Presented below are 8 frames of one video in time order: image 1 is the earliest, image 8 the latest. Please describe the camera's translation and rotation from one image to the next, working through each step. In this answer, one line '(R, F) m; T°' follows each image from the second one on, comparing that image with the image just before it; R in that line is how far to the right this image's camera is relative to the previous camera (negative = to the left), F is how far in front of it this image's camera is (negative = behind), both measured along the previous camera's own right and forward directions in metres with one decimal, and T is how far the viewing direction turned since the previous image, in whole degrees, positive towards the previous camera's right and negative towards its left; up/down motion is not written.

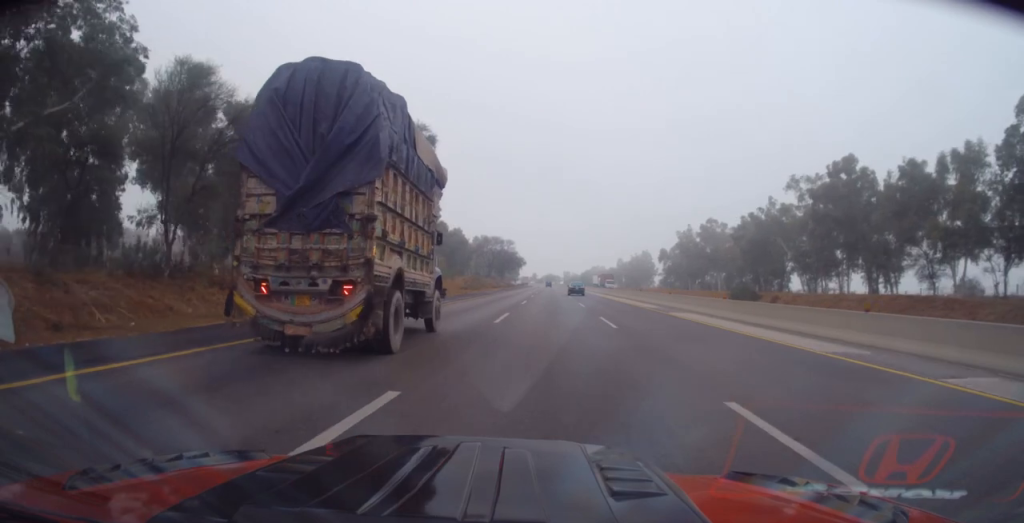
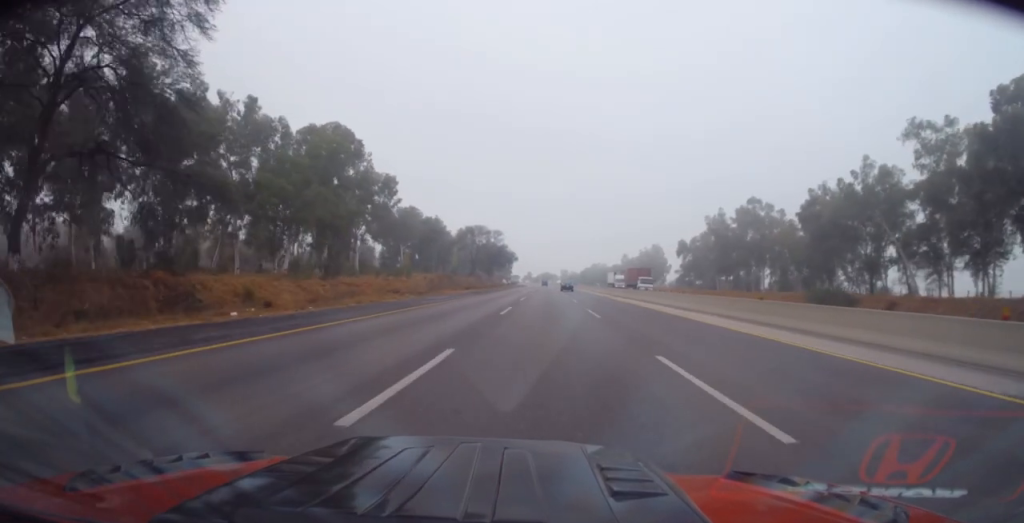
(+0.5, +31.4) m; +1°
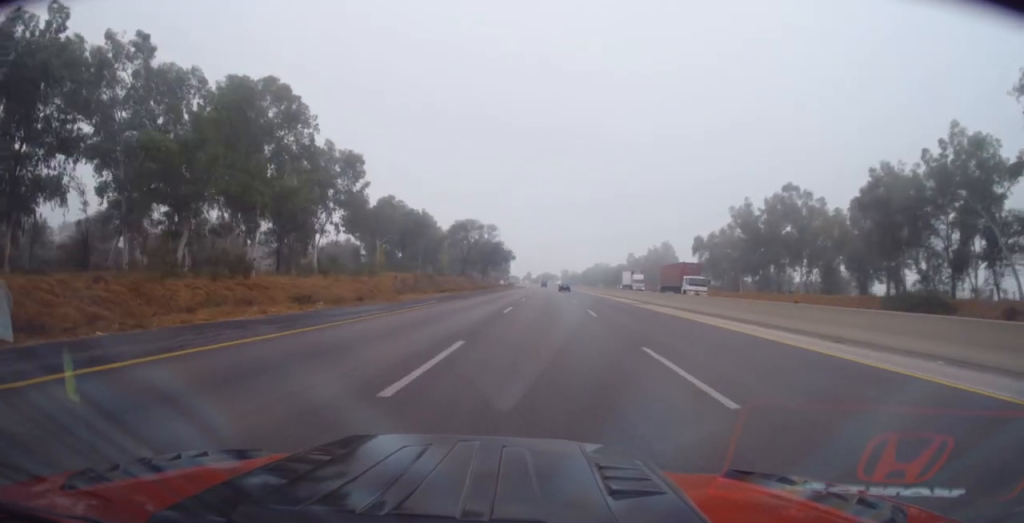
(0.0, +16.9) m; 0°
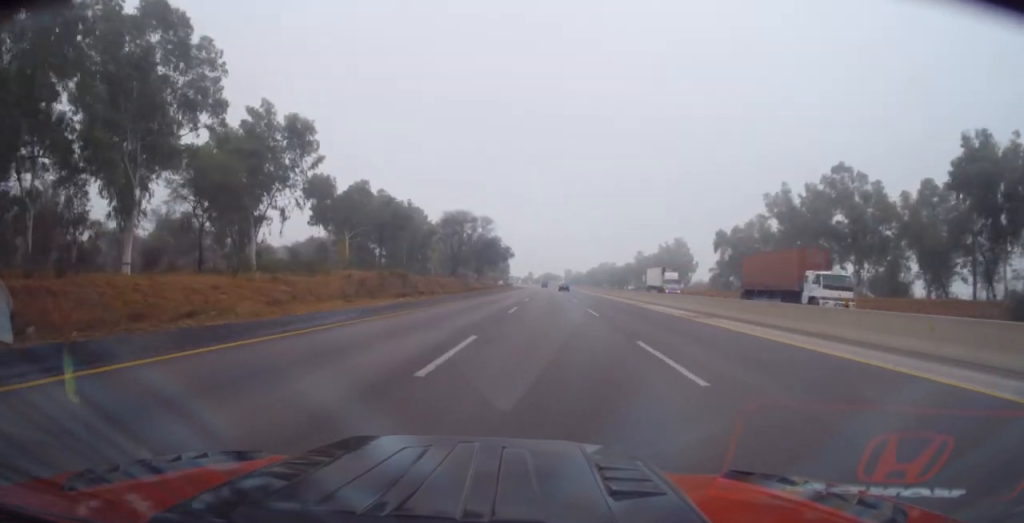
(0.0, +16.2) m; 0°
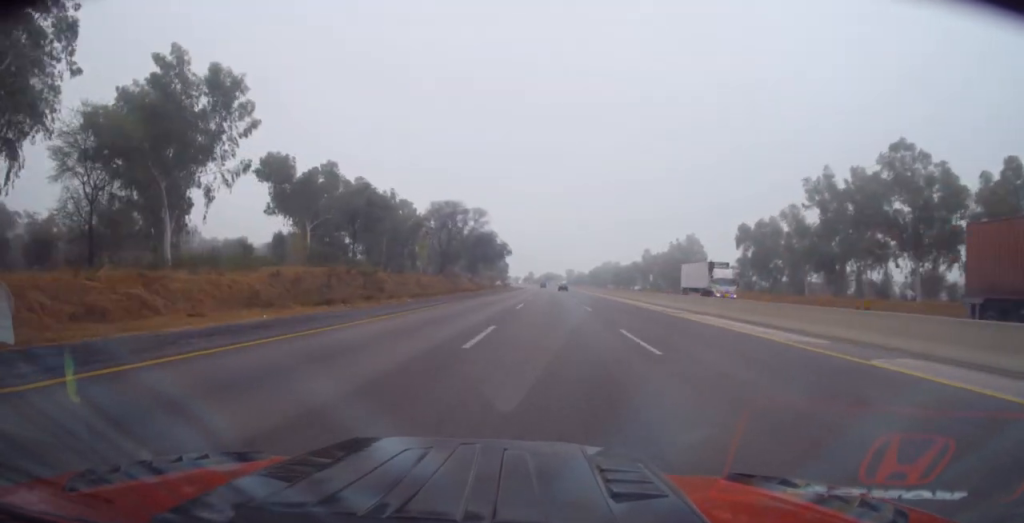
(0.0, +14.0) m; -1°
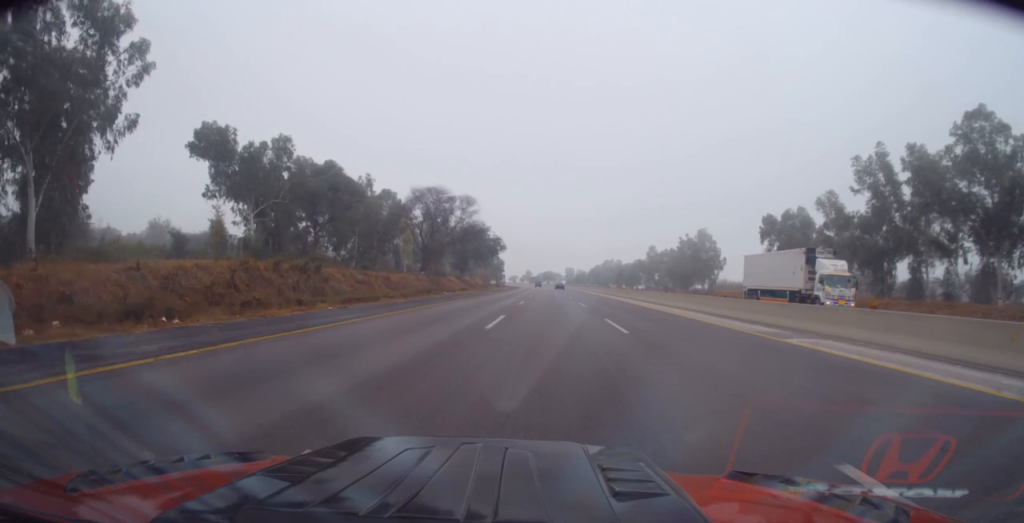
(-0.1, +13.6) m; -1°
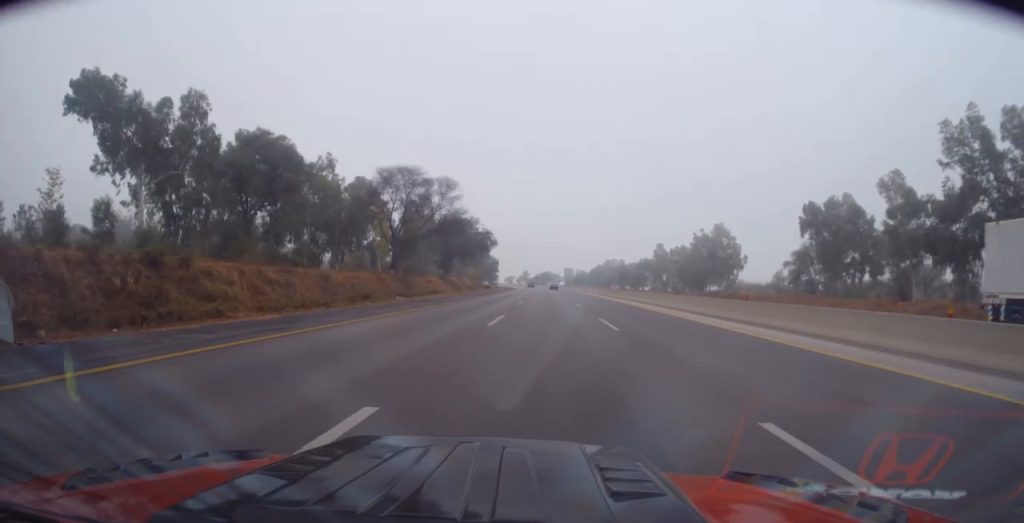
(-0.2, +16.5) m; 0°
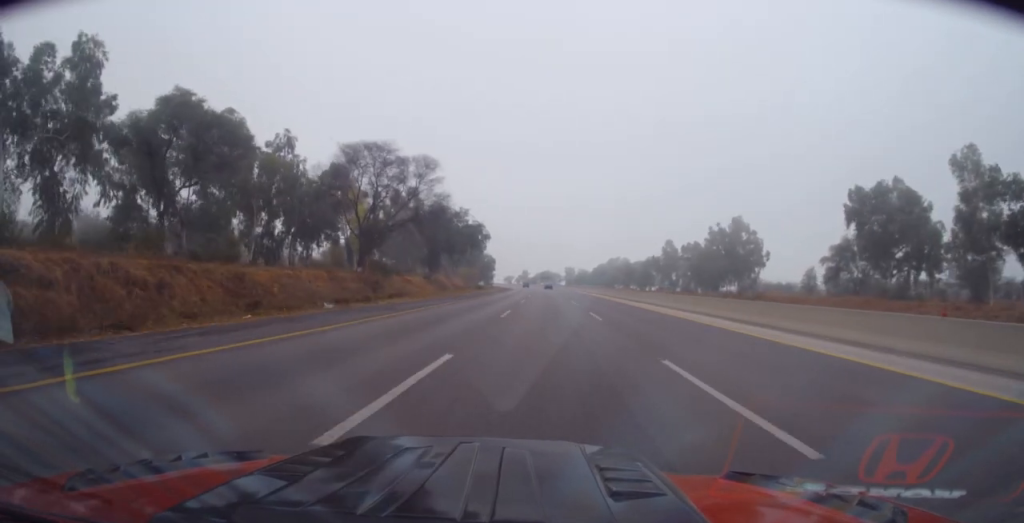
(0.0, +12.9) m; +1°
